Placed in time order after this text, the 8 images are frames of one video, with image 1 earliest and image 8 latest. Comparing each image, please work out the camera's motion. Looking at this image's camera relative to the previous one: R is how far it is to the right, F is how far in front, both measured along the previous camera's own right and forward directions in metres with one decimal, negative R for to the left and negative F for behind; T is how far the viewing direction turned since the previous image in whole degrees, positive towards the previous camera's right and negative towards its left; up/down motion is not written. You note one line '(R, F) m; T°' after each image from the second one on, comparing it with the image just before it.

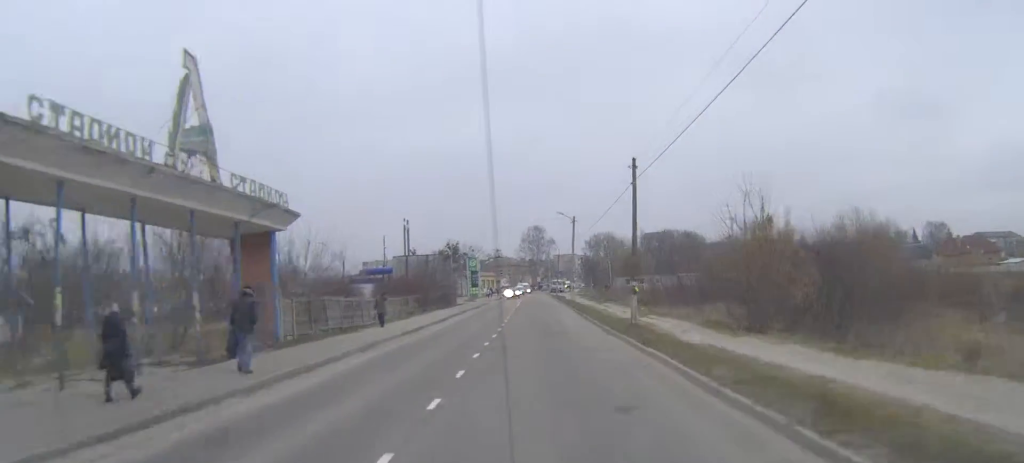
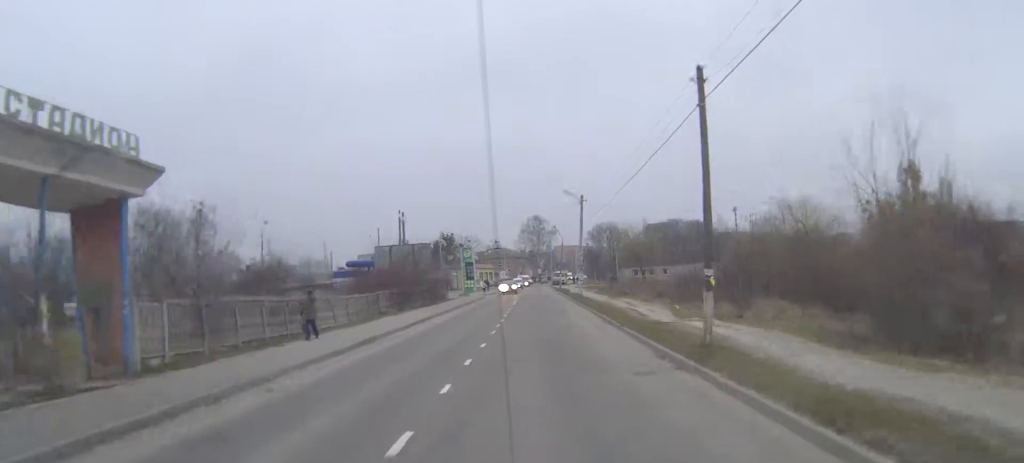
(0.0, +10.7) m; 0°
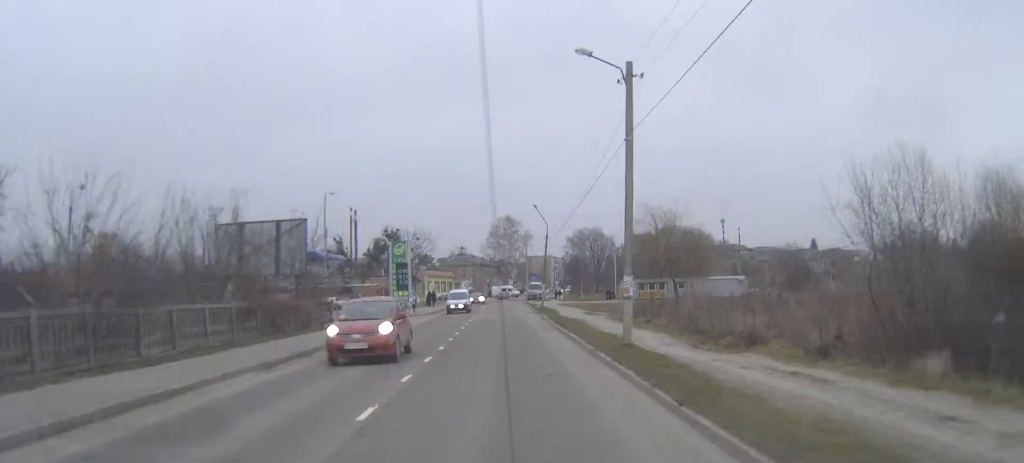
(+0.3, +36.3) m; +1°
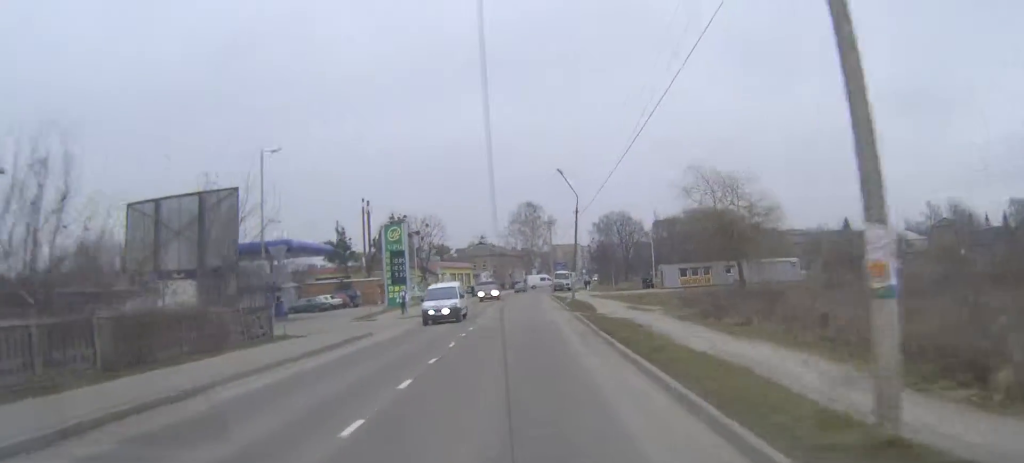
(+0.2, +12.8) m; 0°
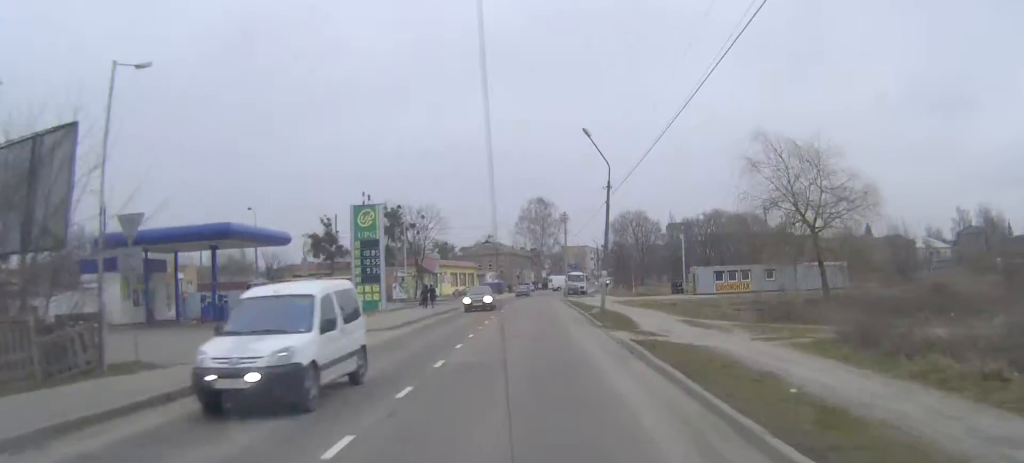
(-0.2, +12.7) m; -1°
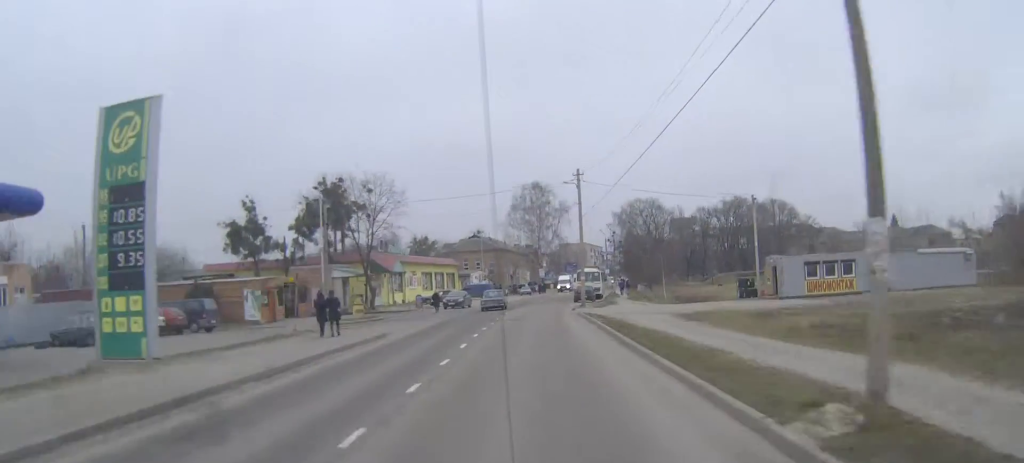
(-0.2, +26.7) m; 0°
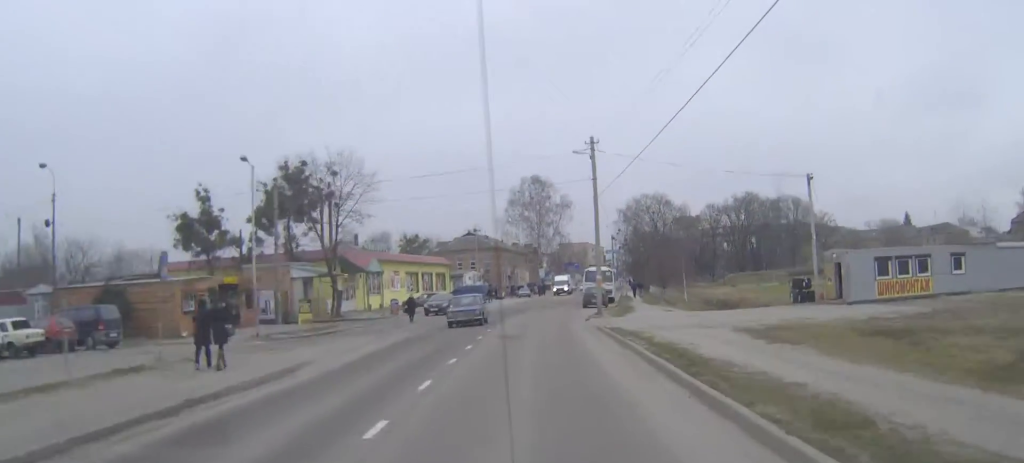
(0.0, +10.9) m; 0°
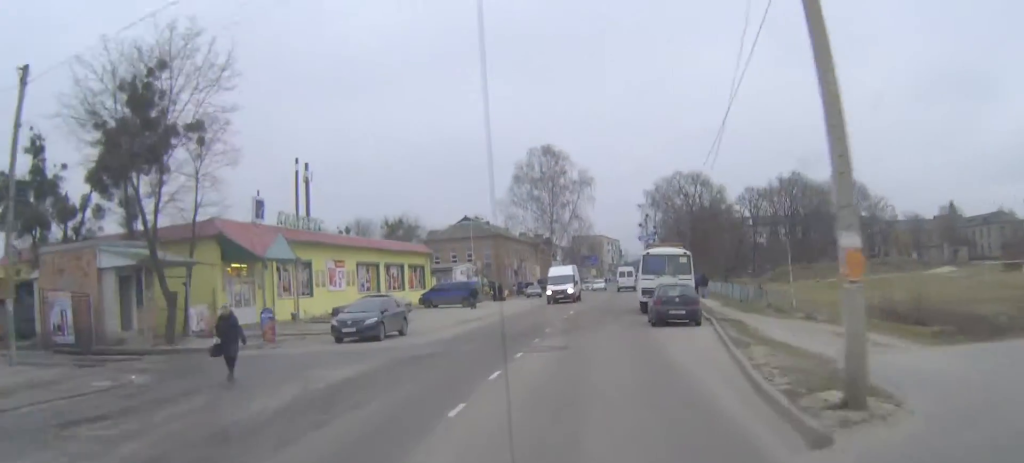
(-0.1, +26.1) m; 0°
